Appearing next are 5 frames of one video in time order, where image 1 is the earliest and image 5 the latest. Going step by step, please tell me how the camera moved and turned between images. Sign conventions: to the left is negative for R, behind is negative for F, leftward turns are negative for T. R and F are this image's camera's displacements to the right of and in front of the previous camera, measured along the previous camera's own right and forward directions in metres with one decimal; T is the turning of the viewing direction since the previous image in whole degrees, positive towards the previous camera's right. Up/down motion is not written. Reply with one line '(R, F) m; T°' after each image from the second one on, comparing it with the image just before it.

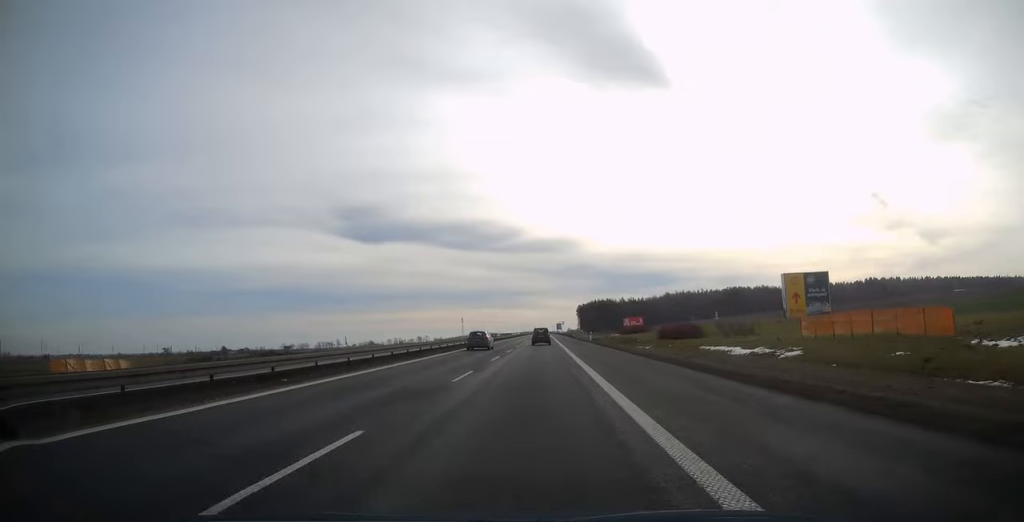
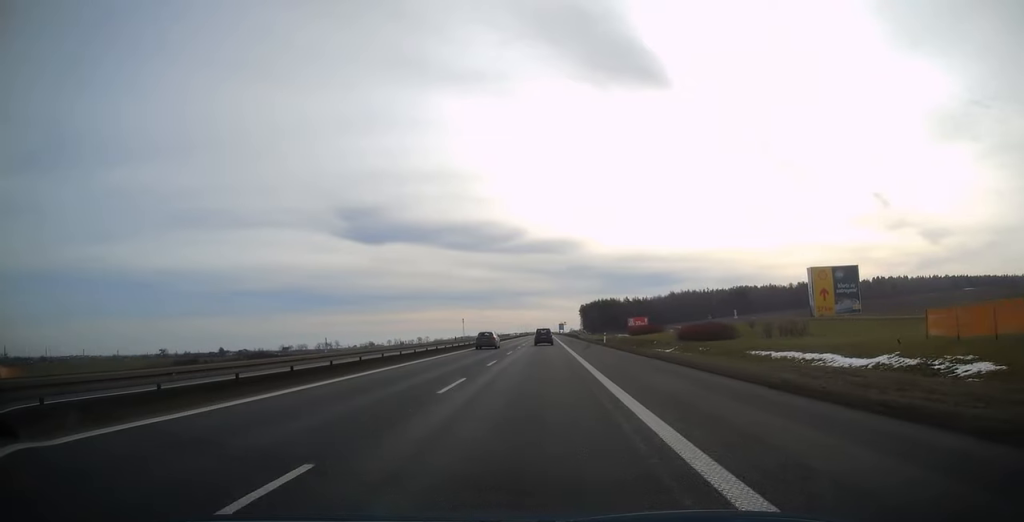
(+0.1, +14.8) m; 0°
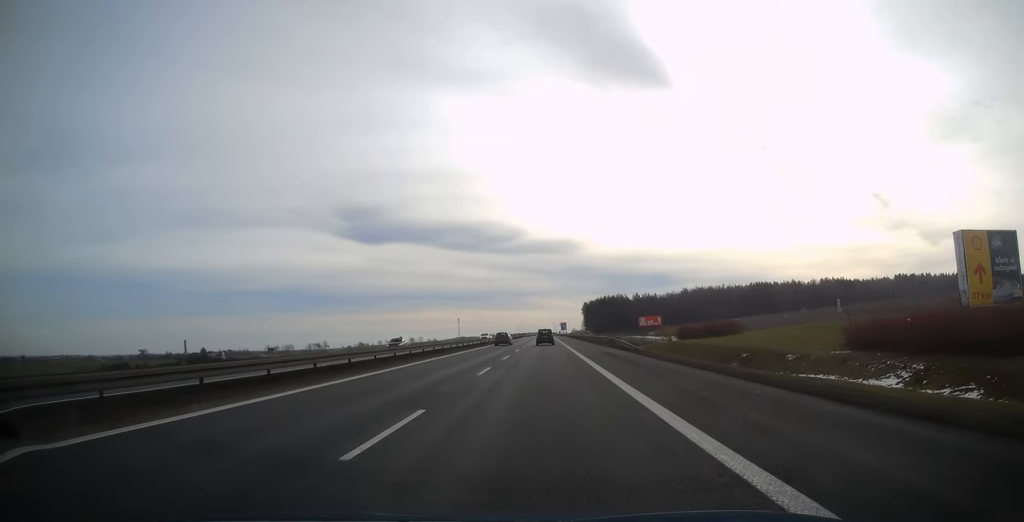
(-0.3, +54.7) m; -1°
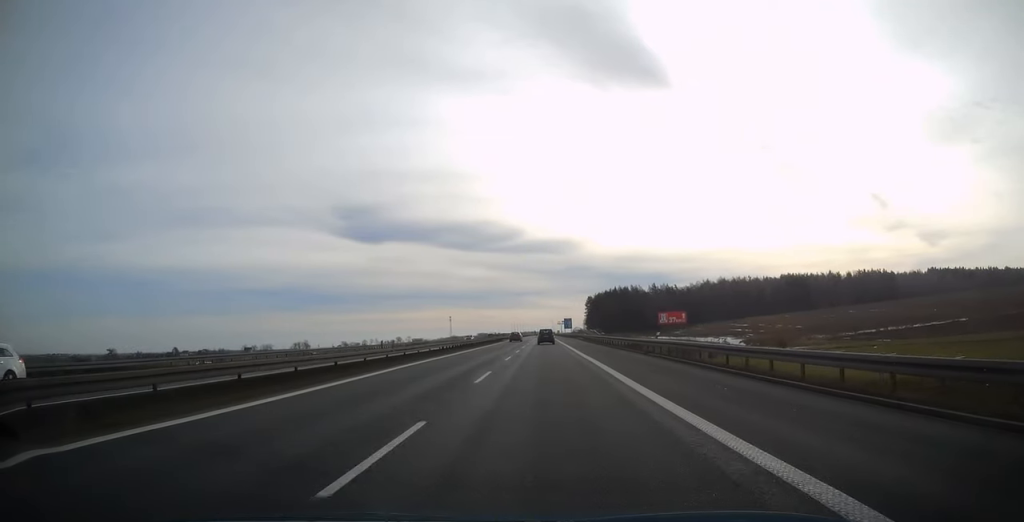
(0.0, +74.1) m; 0°
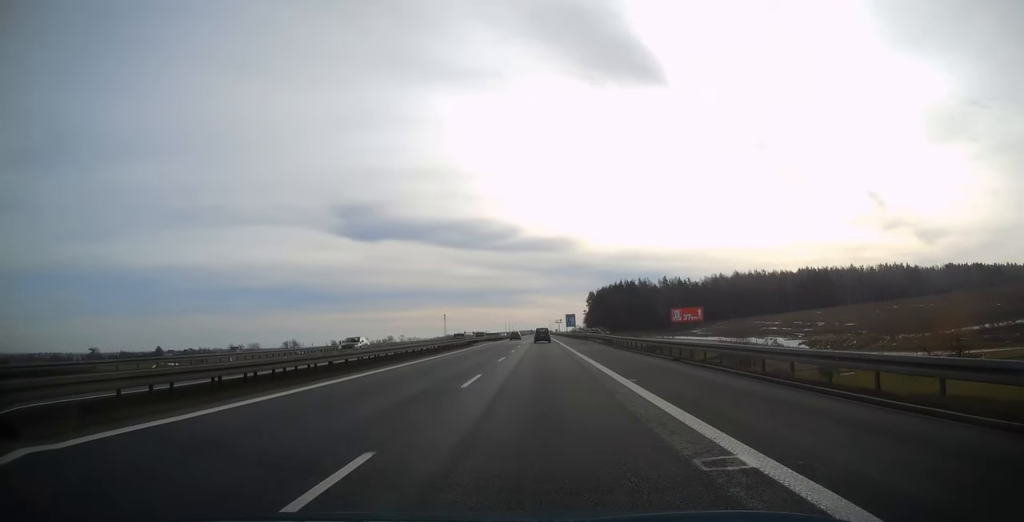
(+0.2, +36.9) m; +1°
